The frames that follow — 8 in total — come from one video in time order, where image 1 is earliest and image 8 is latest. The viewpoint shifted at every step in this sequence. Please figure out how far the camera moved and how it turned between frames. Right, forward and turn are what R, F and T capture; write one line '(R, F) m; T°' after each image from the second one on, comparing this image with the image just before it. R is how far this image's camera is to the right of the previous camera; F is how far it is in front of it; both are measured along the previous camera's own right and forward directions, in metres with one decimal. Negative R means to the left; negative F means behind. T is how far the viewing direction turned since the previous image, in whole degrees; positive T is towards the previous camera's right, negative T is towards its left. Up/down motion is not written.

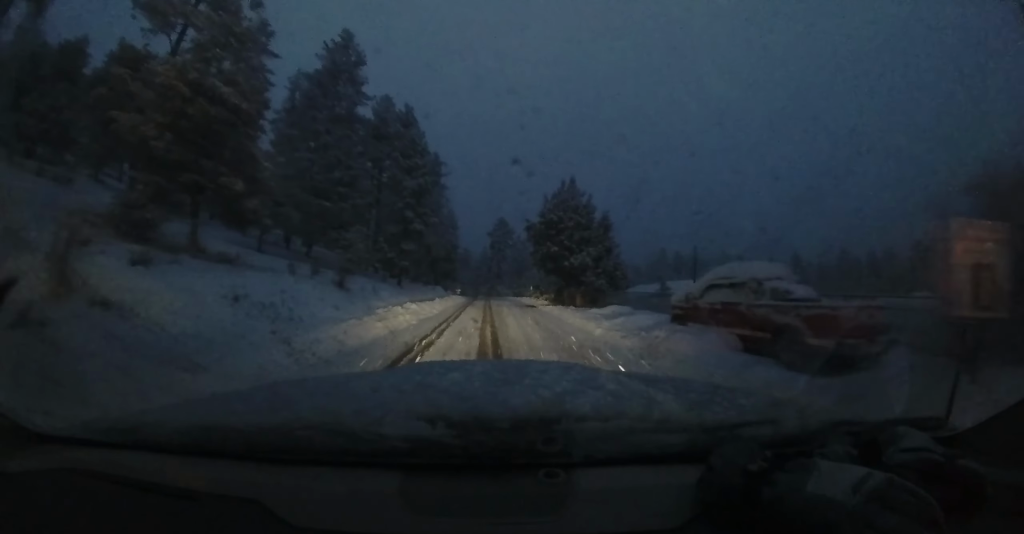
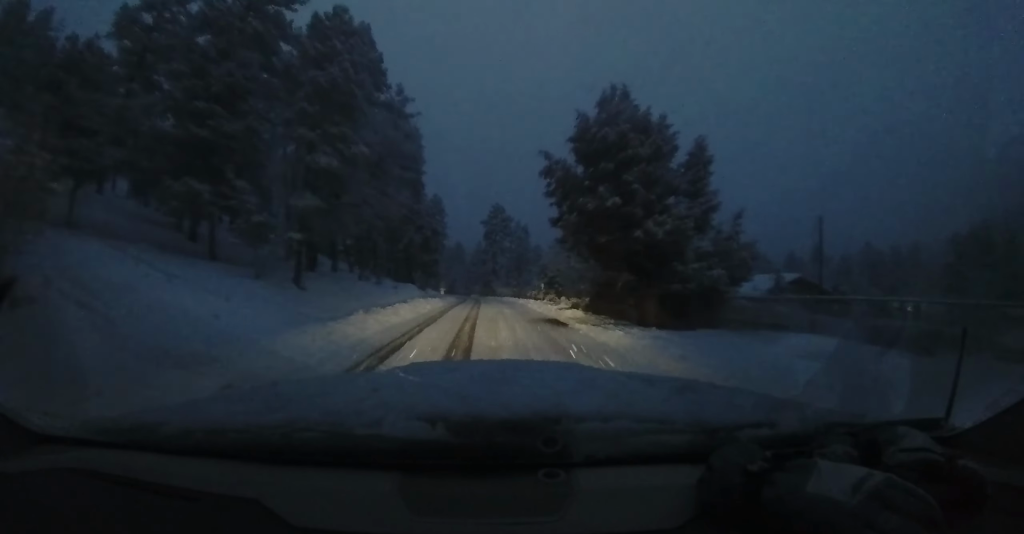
(+0.3, +13.5) m; 0°
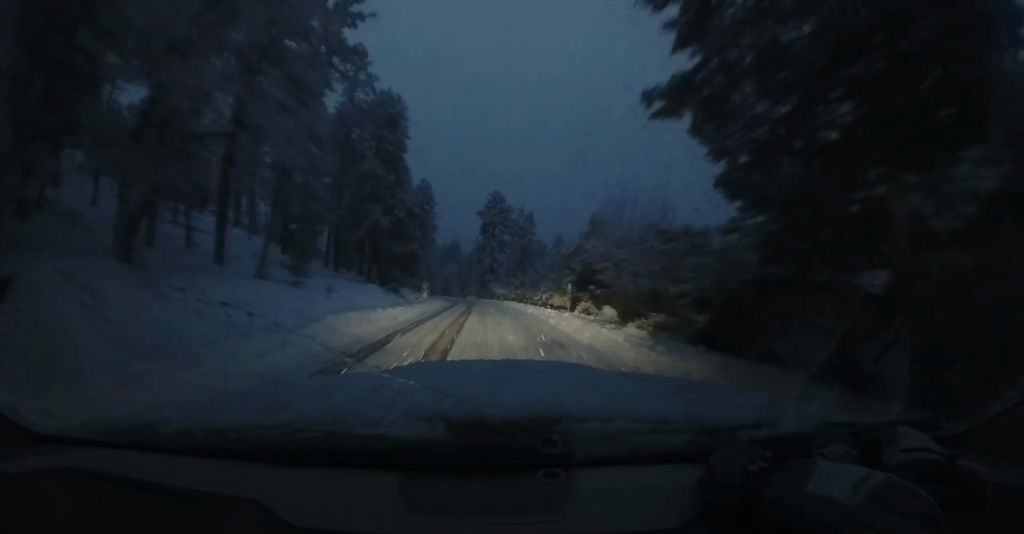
(-0.2, +10.6) m; 0°
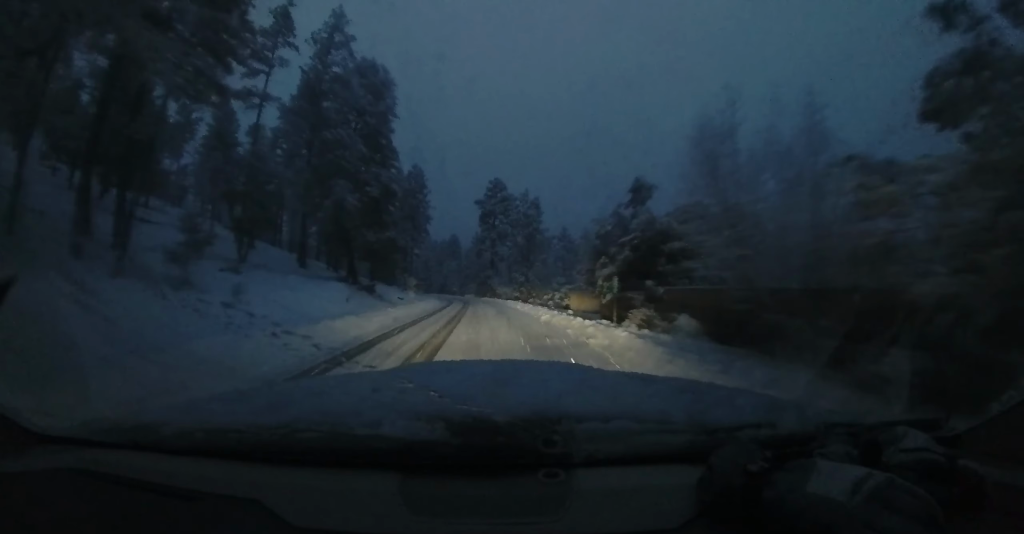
(+0.1, +6.7) m; 0°
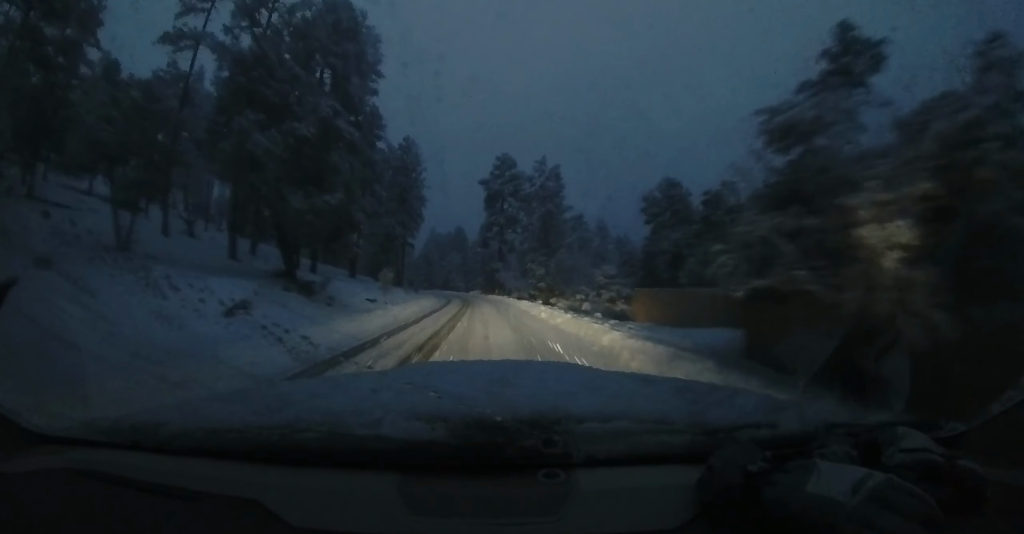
(+0.2, +9.5) m; -1°
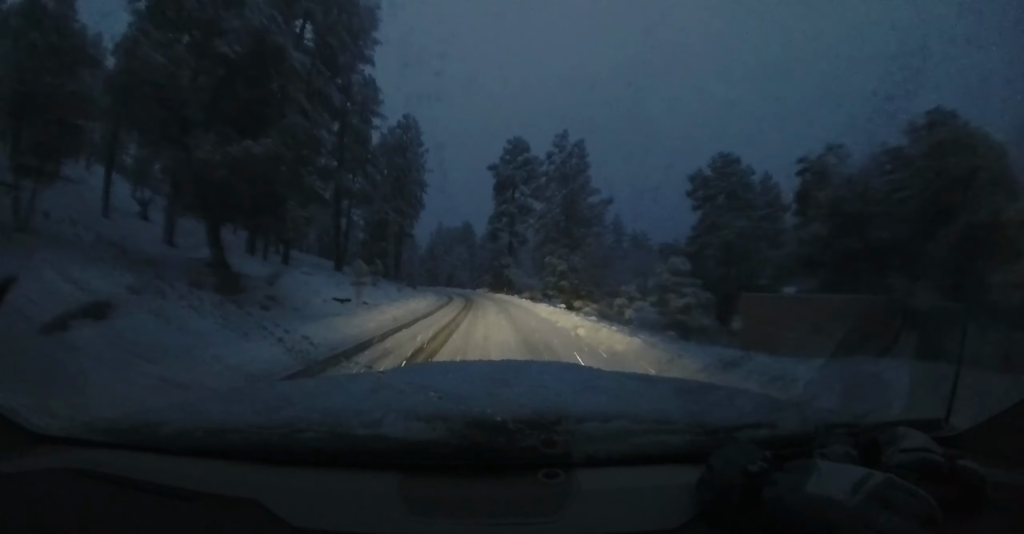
(-0.1, +6.0) m; -2°
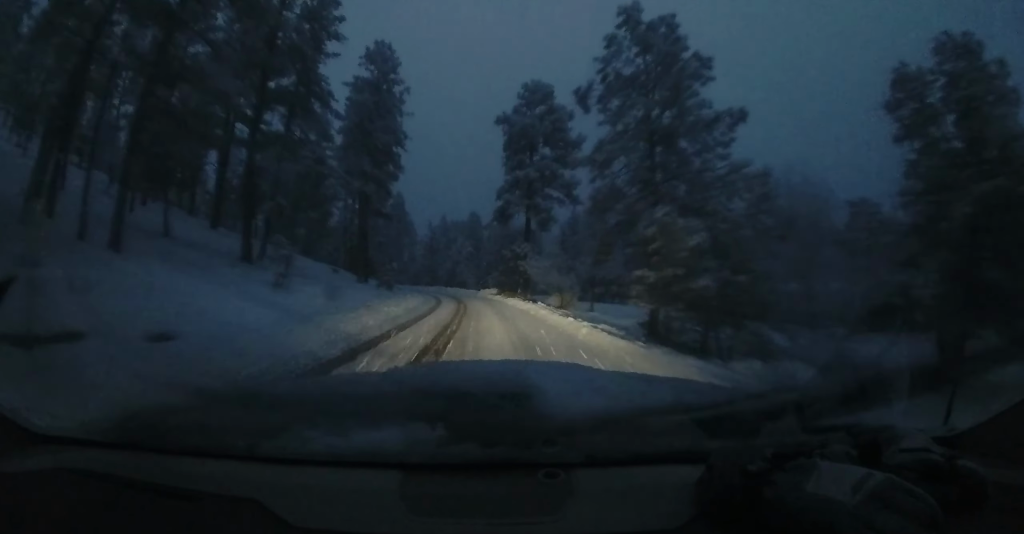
(-0.7, +14.1) m; -5°
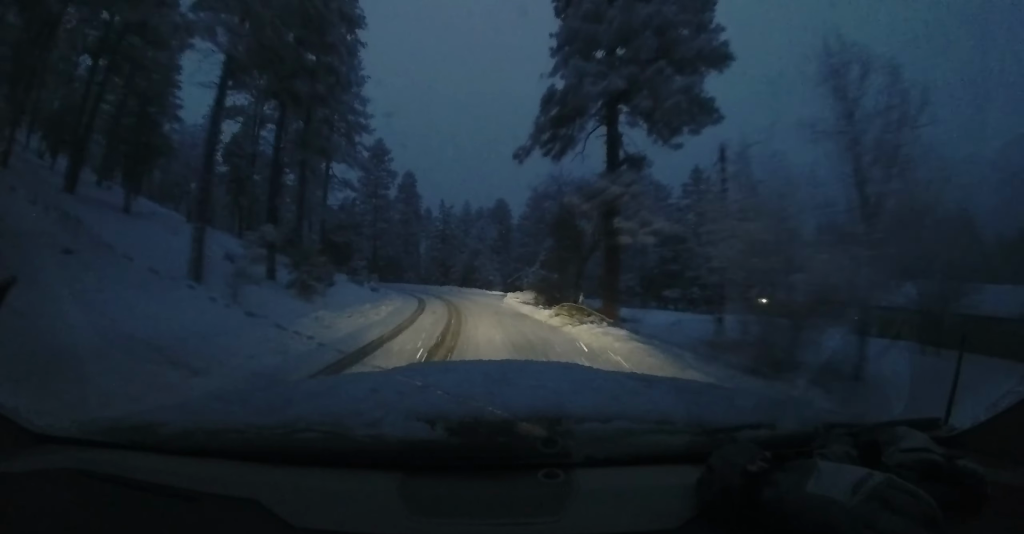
(-0.3, +18.7) m; 0°
